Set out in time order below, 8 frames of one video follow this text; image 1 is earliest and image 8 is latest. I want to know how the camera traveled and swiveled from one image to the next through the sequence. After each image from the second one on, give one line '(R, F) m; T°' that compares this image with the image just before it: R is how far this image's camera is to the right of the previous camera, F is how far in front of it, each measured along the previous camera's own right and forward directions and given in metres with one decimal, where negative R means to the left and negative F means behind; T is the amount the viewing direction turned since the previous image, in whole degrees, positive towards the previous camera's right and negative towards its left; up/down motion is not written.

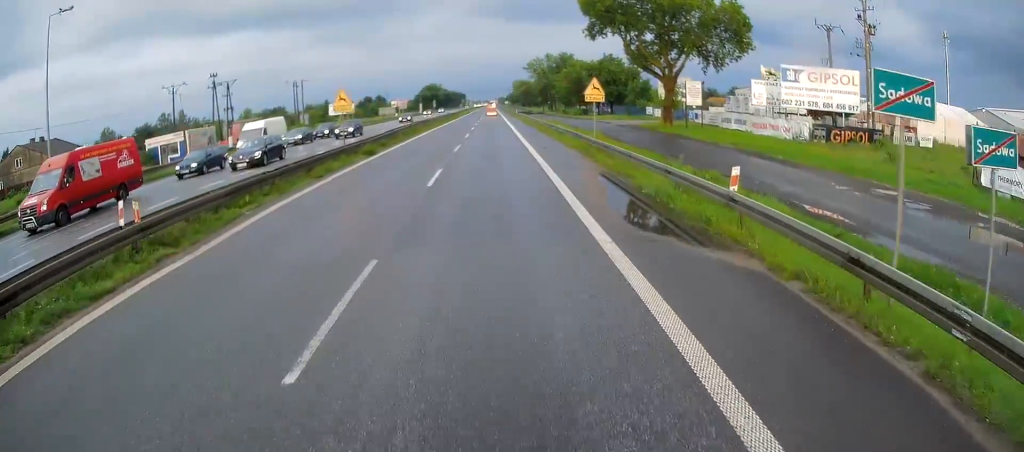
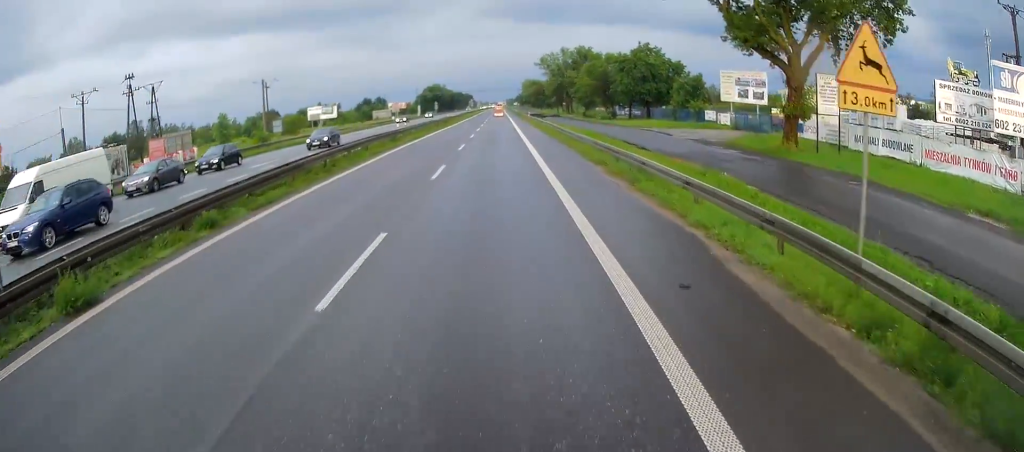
(+0.1, +21.6) m; -2°
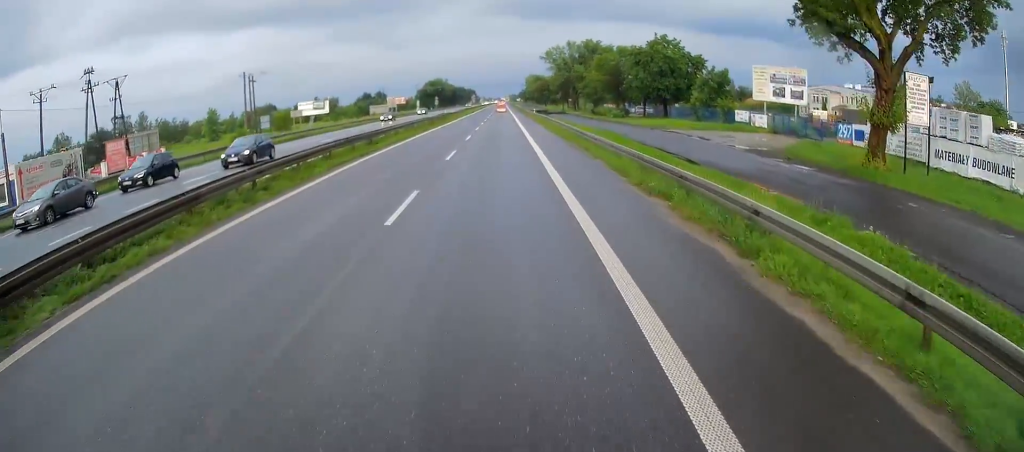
(-0.2, +7.2) m; -1°
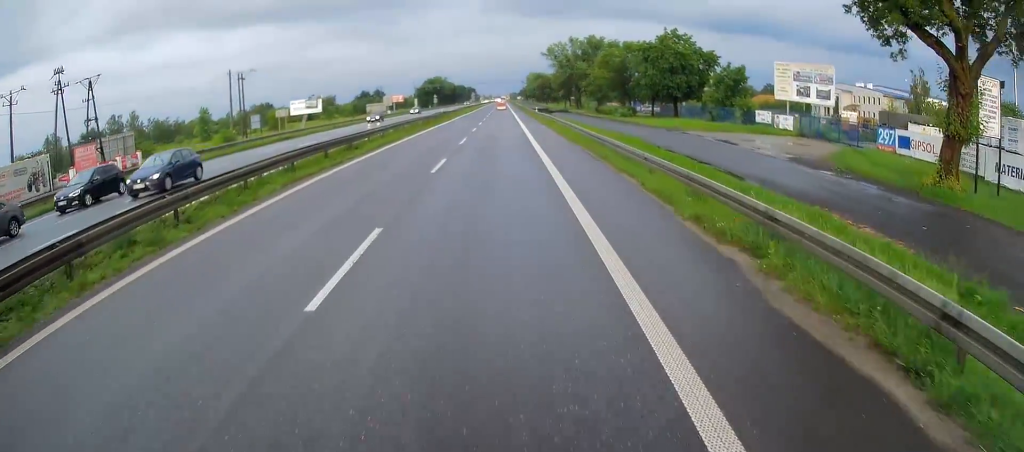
(-0.1, +4.4) m; 0°
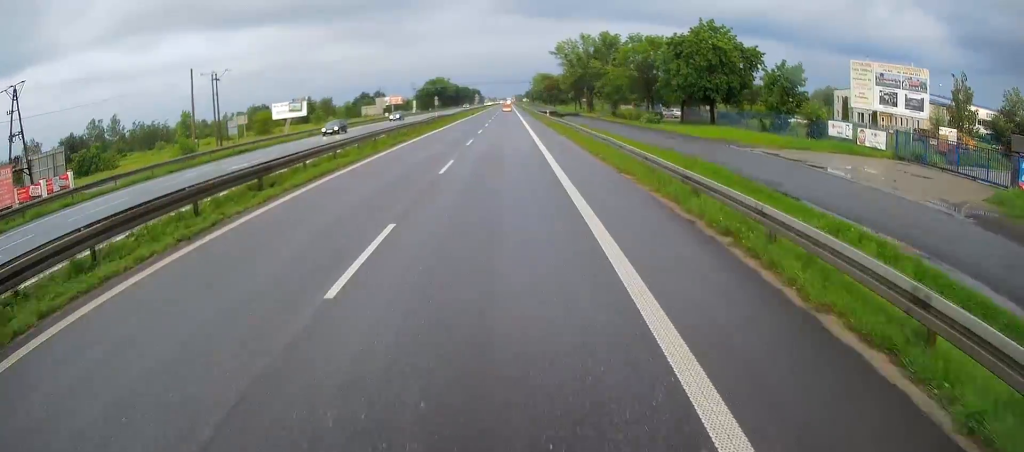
(+0.2, +11.2) m; +1°
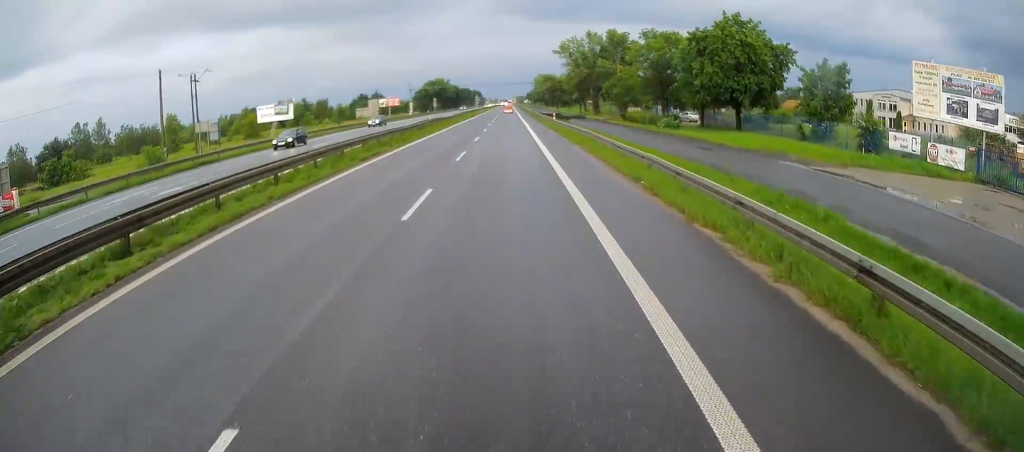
(0.0, +6.9) m; +1°
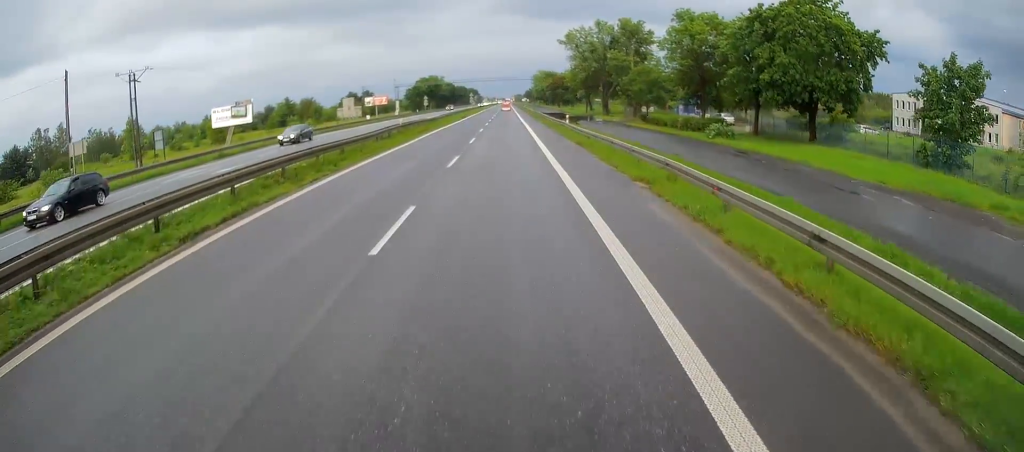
(+0.2, +14.4) m; 0°
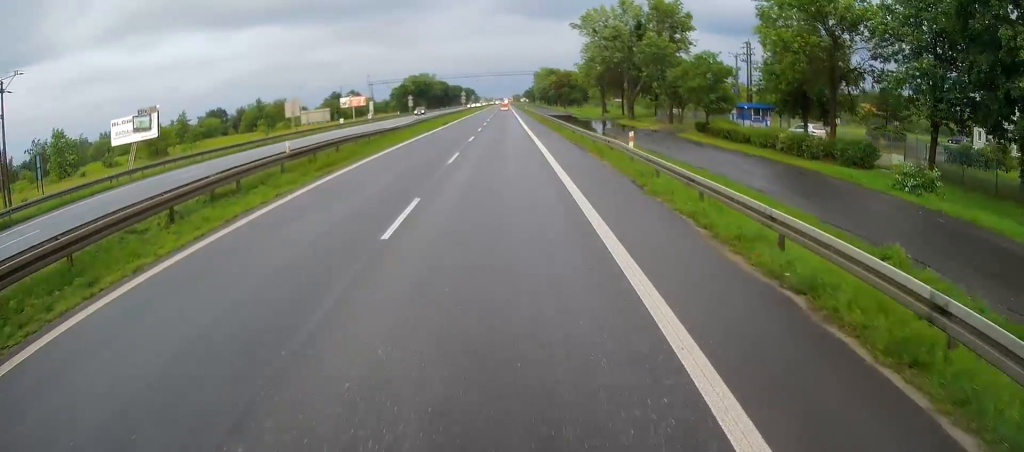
(-0.4, +21.5) m; -1°
